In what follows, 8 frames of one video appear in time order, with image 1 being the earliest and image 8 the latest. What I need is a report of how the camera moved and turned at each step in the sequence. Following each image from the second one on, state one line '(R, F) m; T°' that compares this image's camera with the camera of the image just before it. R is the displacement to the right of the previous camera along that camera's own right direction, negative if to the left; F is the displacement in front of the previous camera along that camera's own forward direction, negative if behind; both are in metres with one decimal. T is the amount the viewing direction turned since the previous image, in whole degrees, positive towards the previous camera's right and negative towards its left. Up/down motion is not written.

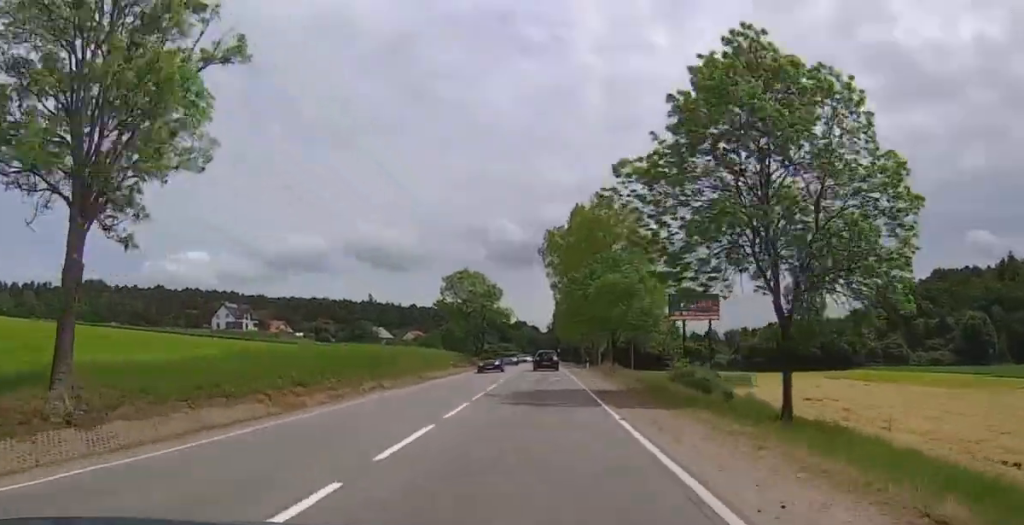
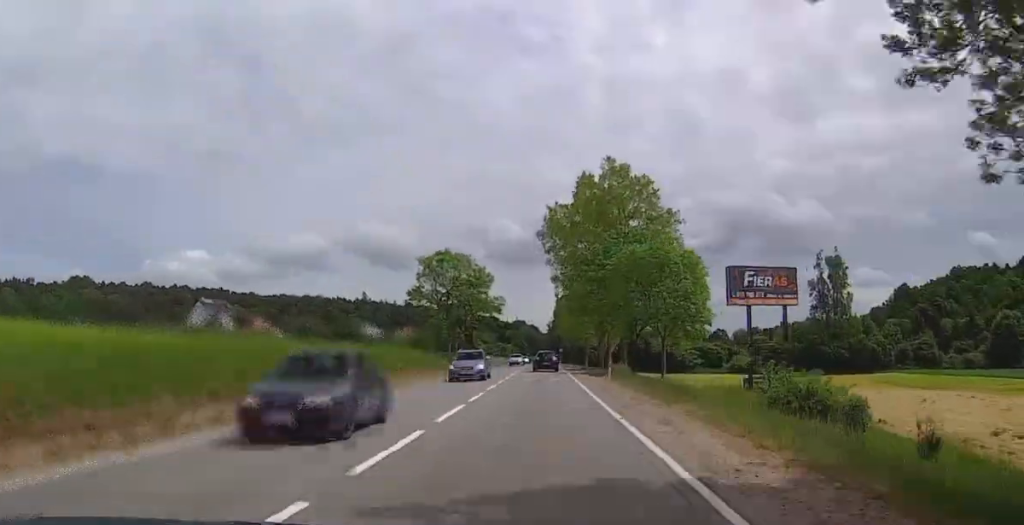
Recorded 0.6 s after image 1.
(0.0, +19.0) m; 0°
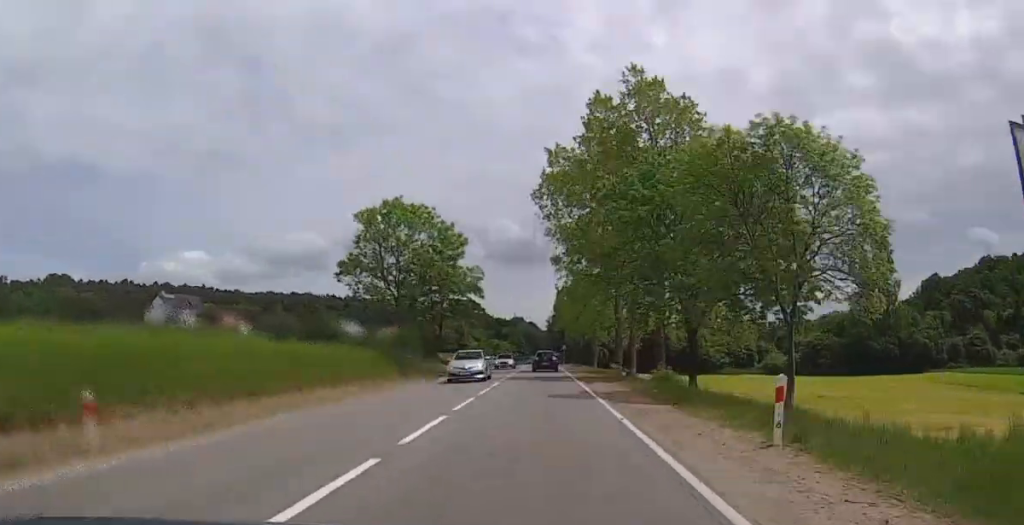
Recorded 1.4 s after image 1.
(0.0, +26.2) m; 0°
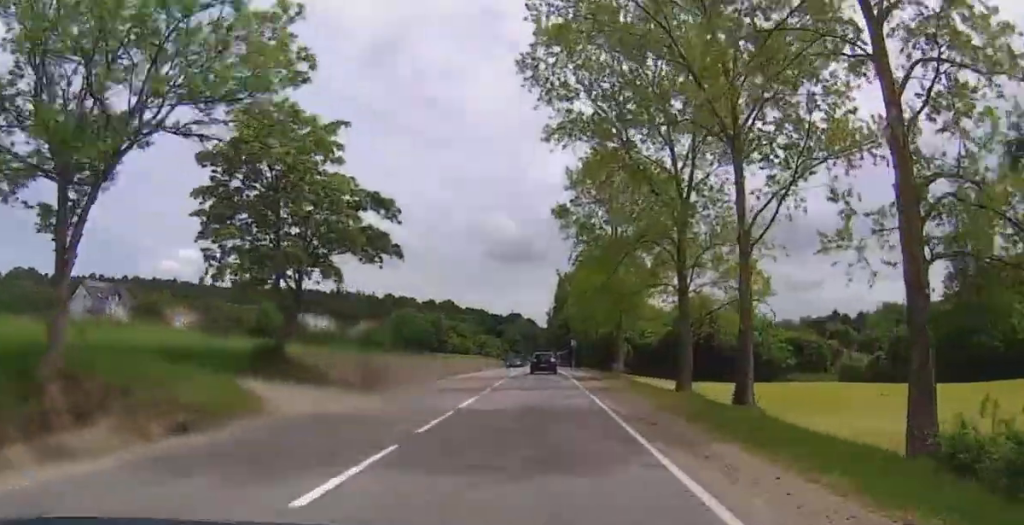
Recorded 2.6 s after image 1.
(0.0, +38.2) m; 0°
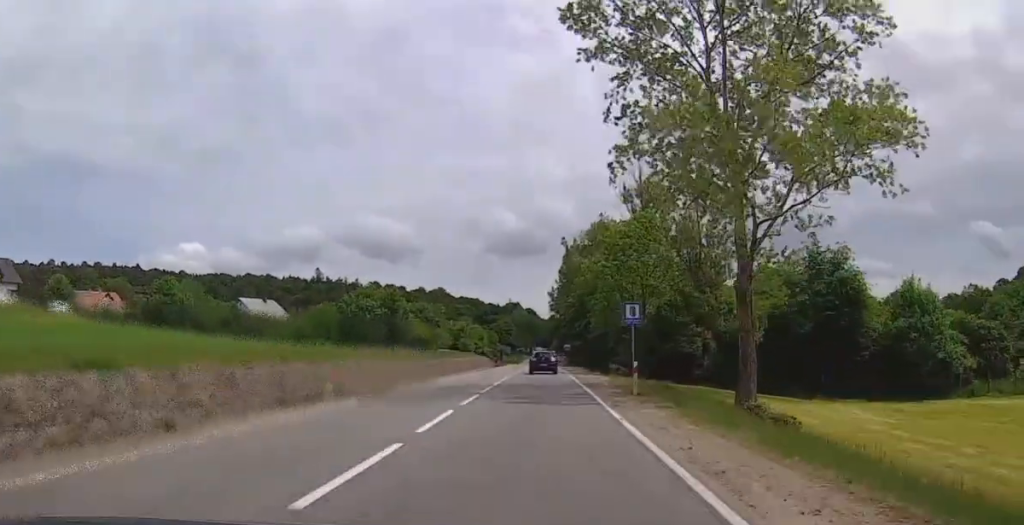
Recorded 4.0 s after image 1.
(0.0, +45.5) m; 0°
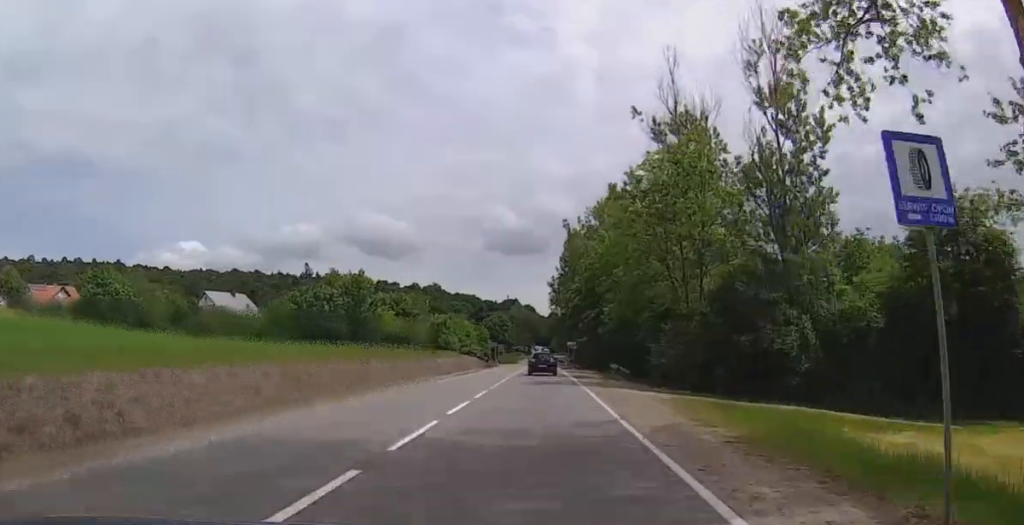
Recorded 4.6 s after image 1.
(0.0, +20.0) m; 0°
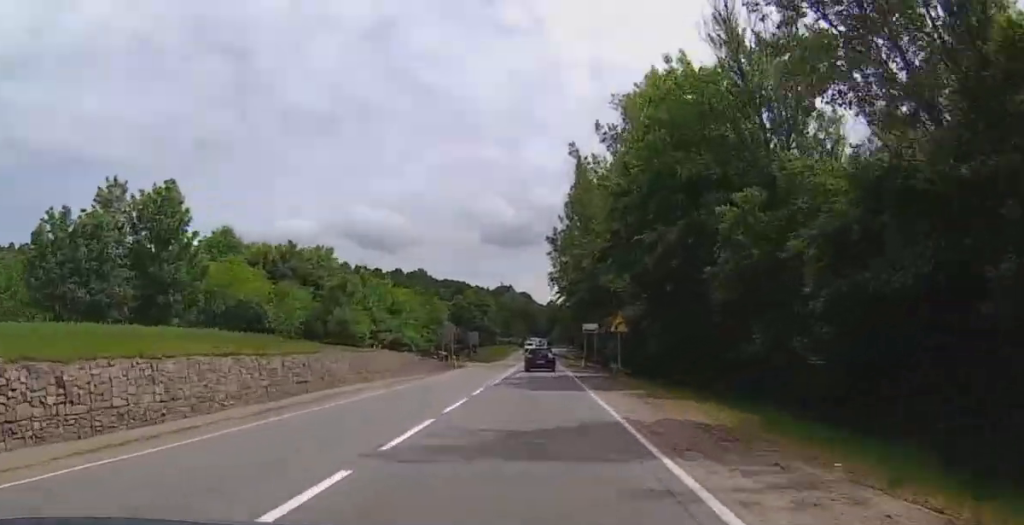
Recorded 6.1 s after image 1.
(0.0, +46.4) m; 0°
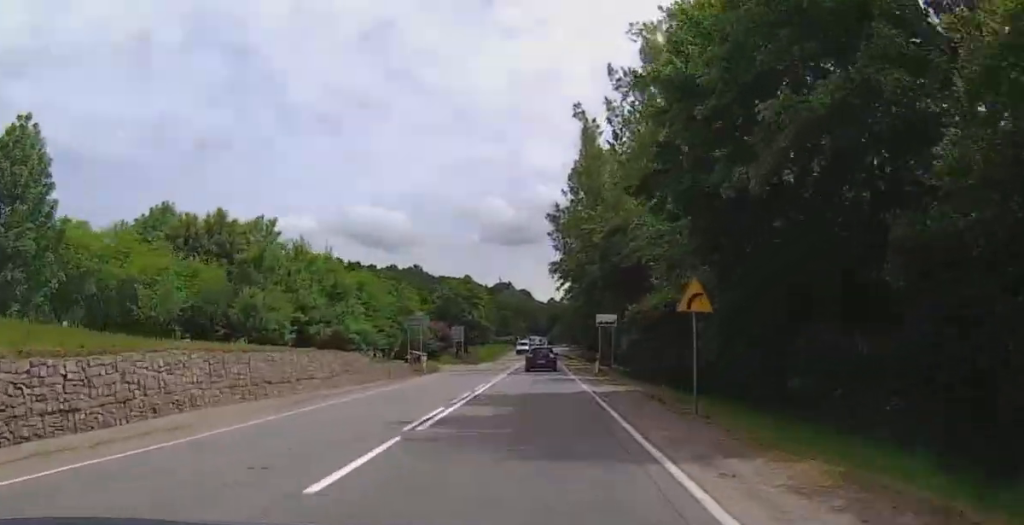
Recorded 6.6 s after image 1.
(0.0, +15.0) m; 0°
